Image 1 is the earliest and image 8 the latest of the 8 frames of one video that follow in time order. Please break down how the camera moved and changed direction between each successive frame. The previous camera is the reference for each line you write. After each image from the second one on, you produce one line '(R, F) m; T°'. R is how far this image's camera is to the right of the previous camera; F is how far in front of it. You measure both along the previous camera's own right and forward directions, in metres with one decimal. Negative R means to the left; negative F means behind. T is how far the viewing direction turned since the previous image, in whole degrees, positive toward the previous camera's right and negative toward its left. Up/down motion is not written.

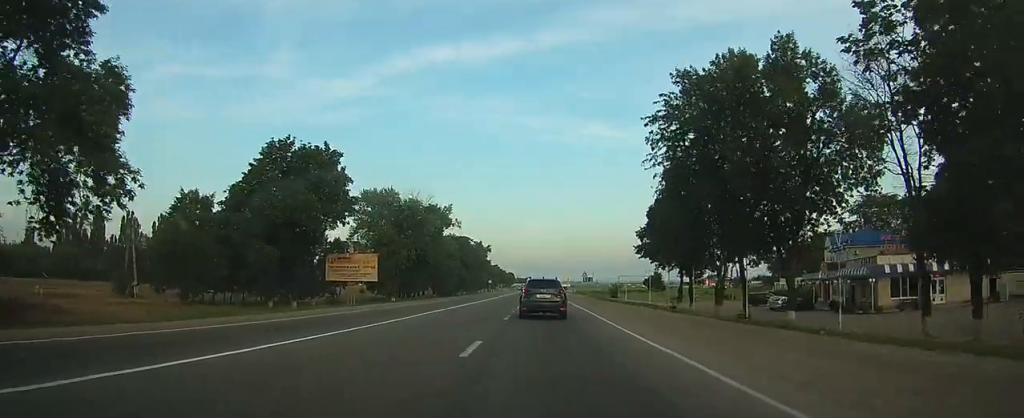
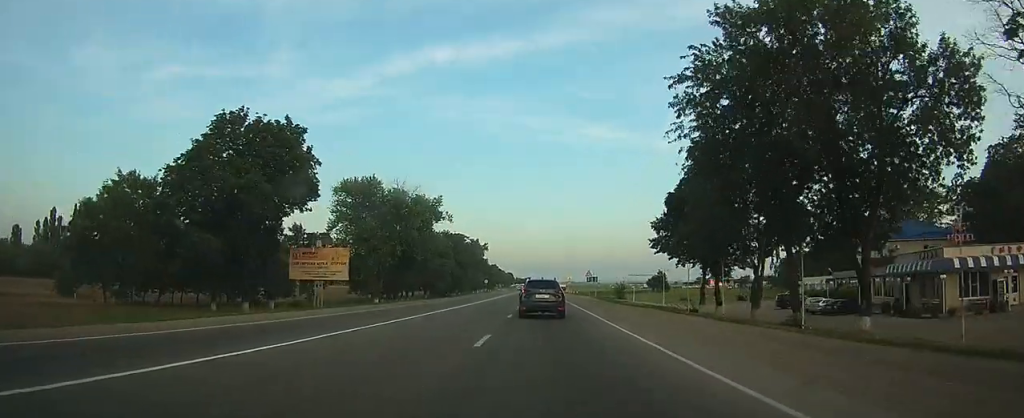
(0.0, +10.0) m; 0°
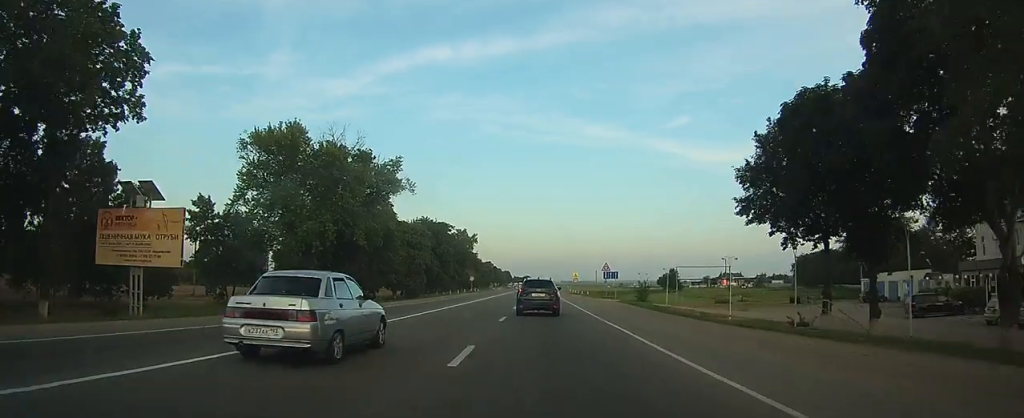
(+0.1, +27.1) m; +1°
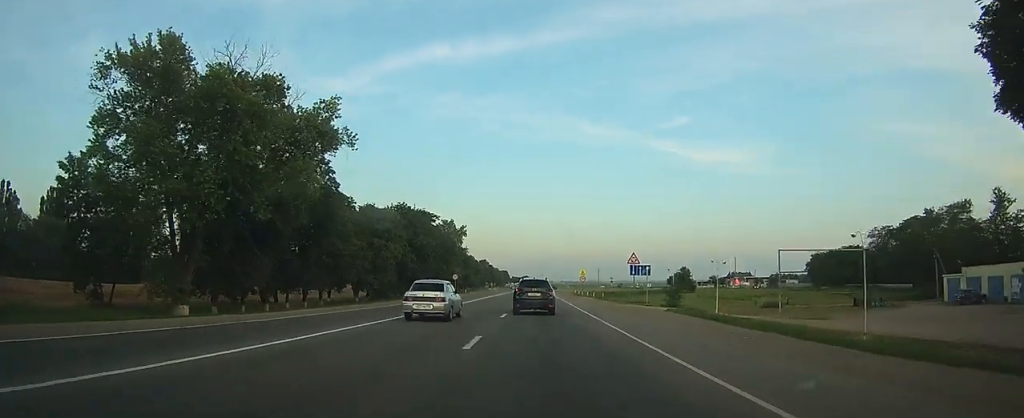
(+0.1, +21.5) m; 0°
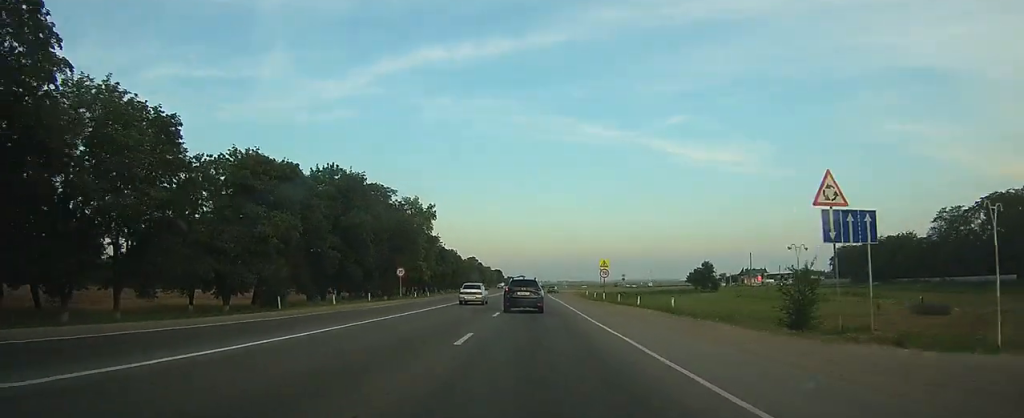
(+0.1, +35.8) m; 0°
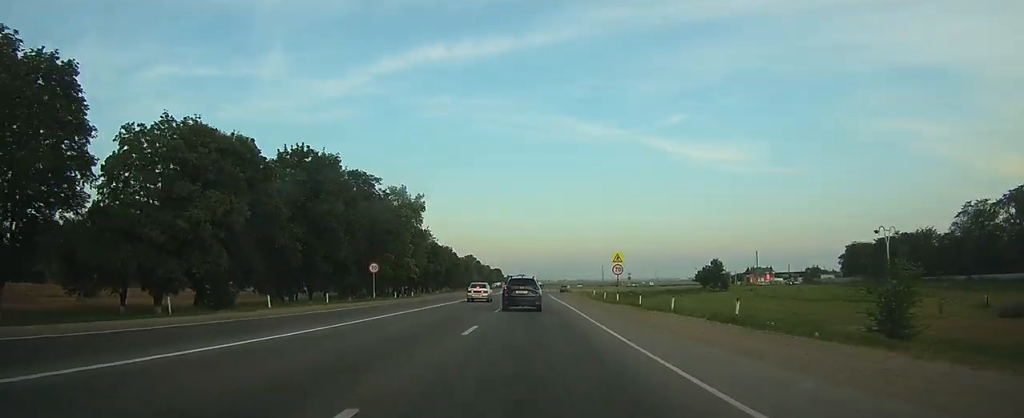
(0.0, +10.1) m; 0°
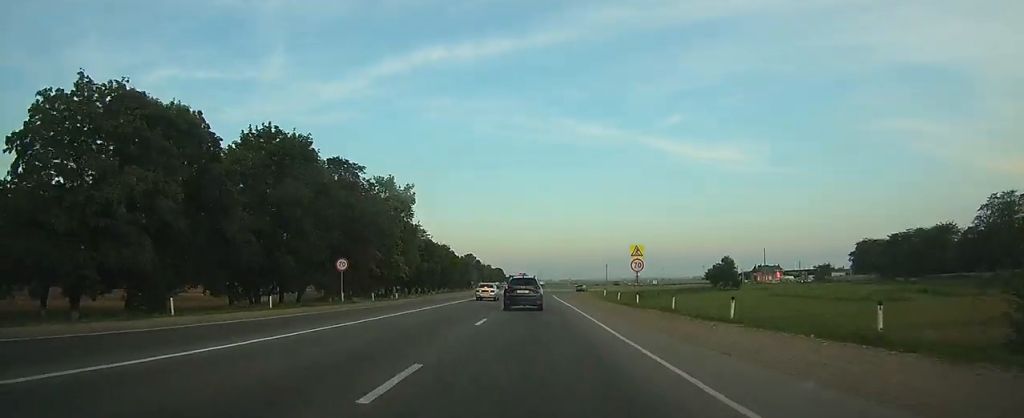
(0.0, +8.9) m; 0°
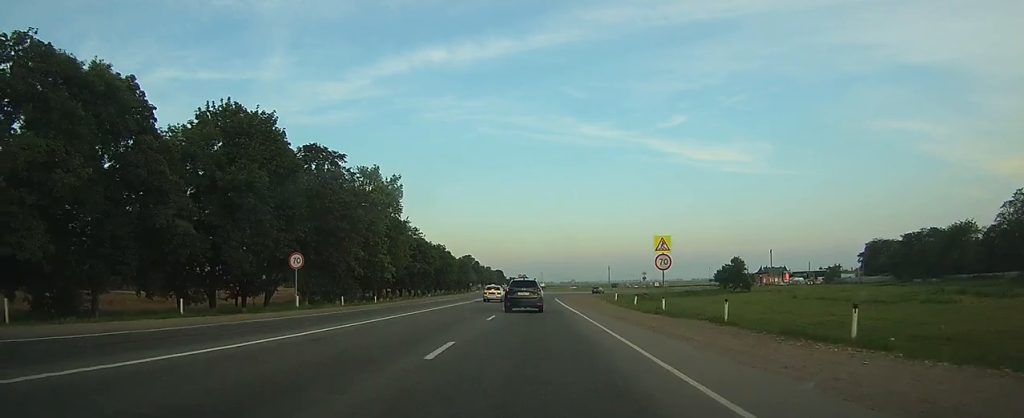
(0.0, +8.3) m; 0°
